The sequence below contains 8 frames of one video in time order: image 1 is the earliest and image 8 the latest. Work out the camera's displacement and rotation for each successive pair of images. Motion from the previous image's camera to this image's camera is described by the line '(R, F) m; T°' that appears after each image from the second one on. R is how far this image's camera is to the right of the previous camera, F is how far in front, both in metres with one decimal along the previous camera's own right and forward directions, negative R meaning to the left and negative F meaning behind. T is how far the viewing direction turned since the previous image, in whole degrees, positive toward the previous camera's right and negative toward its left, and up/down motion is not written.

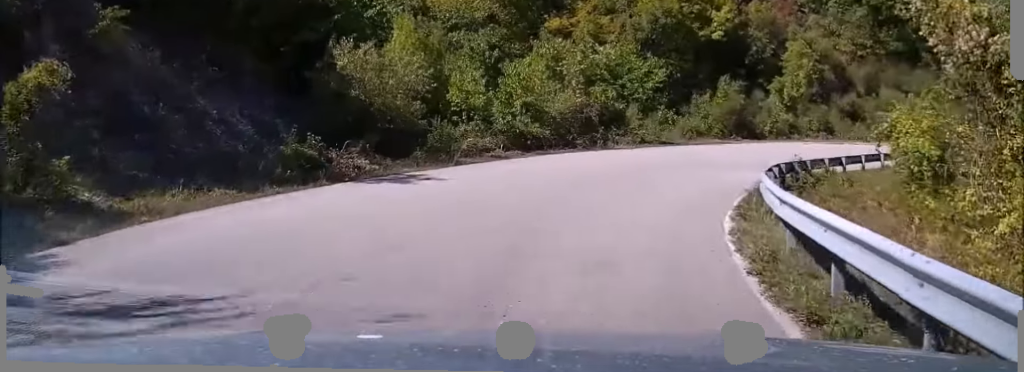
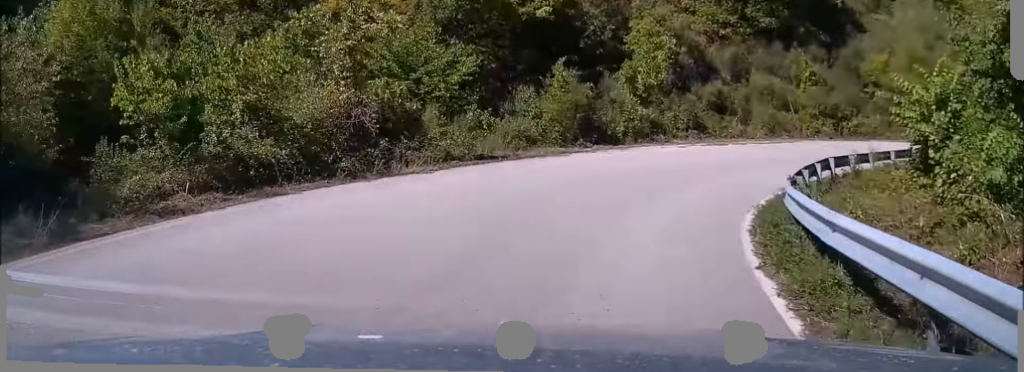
(+0.4, +10.5) m; +10°
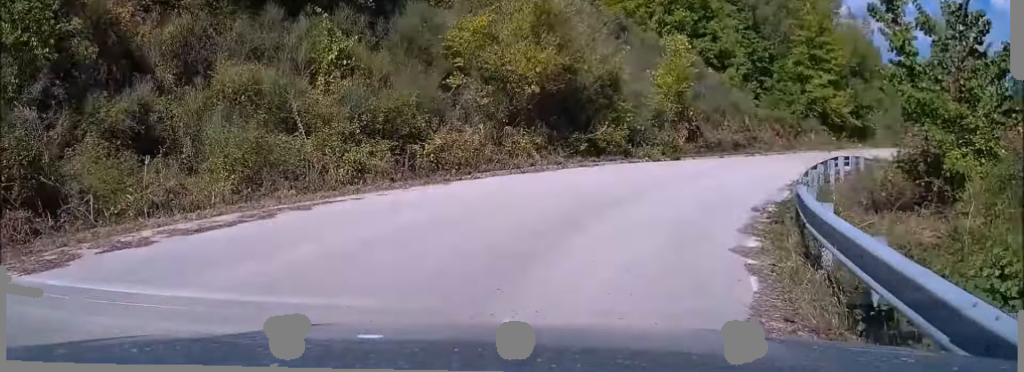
(+9.9, +16.6) m; +60°
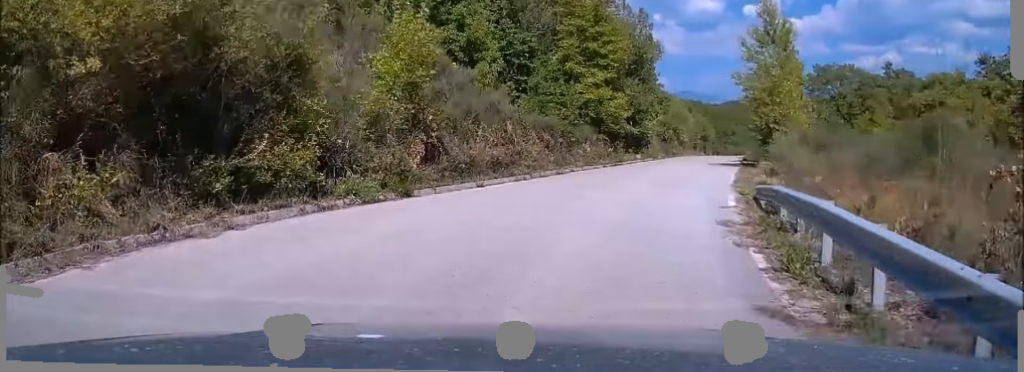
(+2.3, +12.3) m; +18°
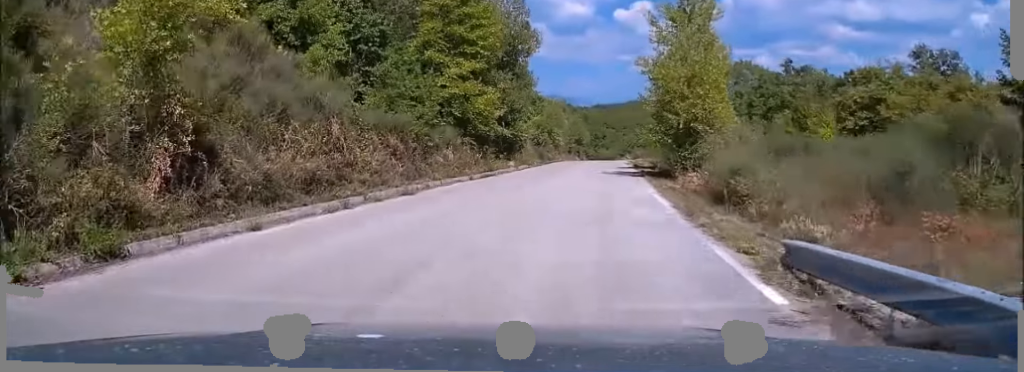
(+0.9, +9.4) m; +5°
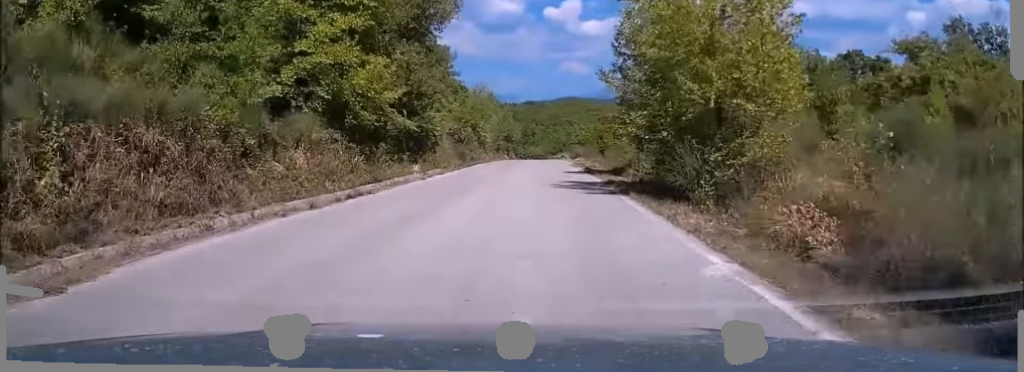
(+0.8, +14.3) m; +5°
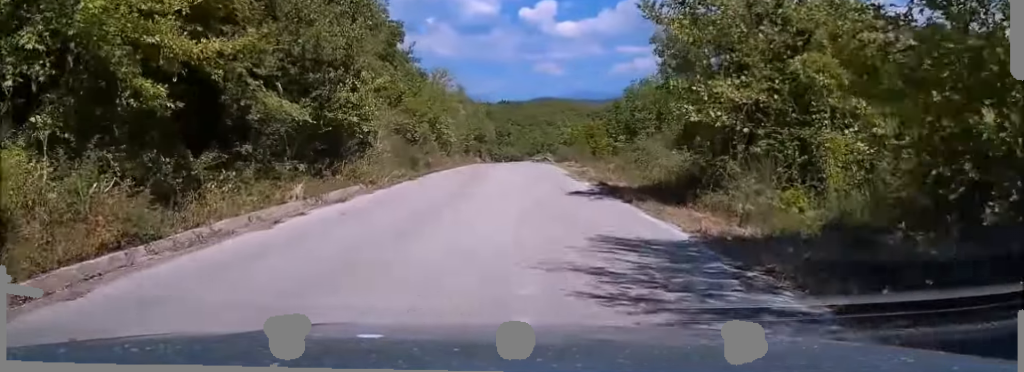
(+0.5, +16.0) m; +2°
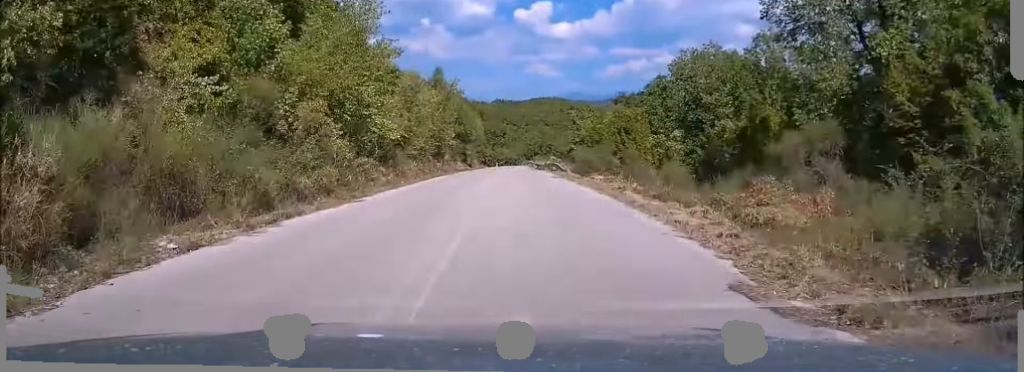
(+0.3, +26.0) m; 0°
